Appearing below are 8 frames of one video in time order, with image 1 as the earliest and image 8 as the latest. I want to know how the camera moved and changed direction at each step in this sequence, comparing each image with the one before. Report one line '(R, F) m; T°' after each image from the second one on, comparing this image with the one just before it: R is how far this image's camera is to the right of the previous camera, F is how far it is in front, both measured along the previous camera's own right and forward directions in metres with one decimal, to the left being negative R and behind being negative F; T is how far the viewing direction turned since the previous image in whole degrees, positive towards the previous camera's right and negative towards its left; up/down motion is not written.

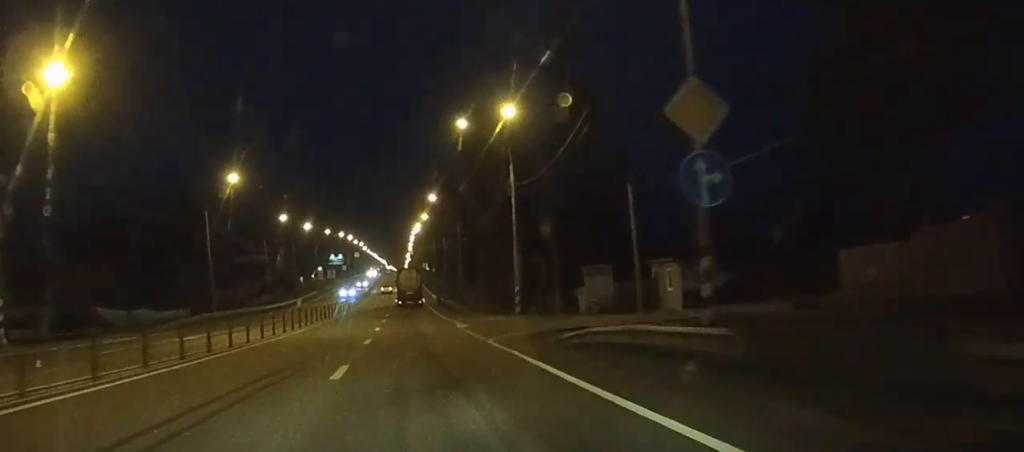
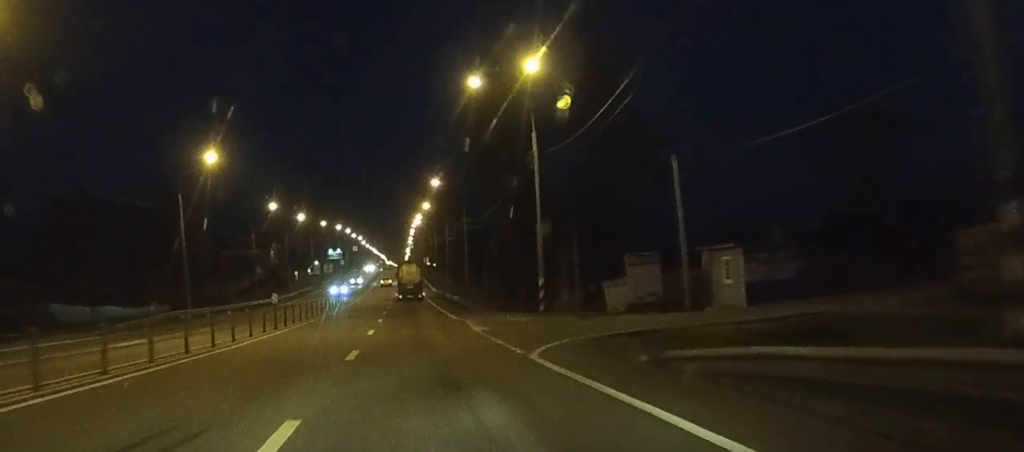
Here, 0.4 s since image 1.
(0.0, +8.5) m; 0°
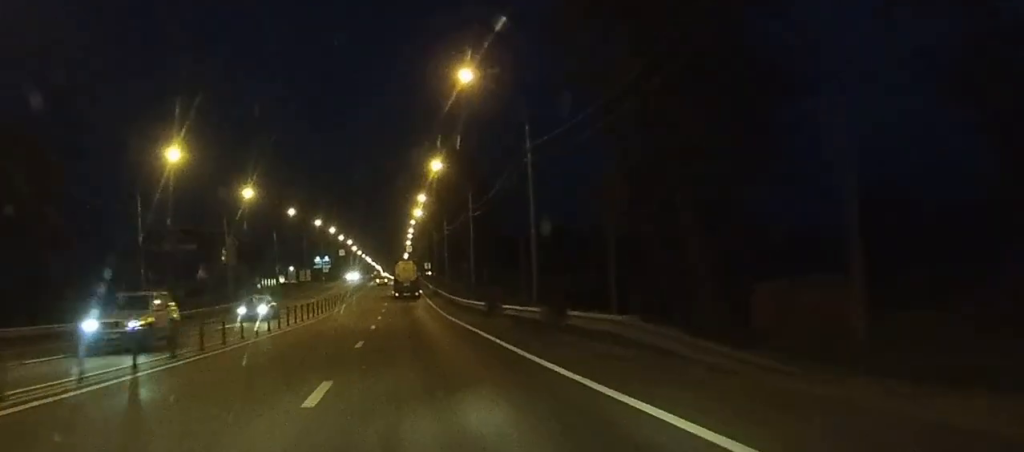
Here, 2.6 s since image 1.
(+0.4, +40.4) m; +2°
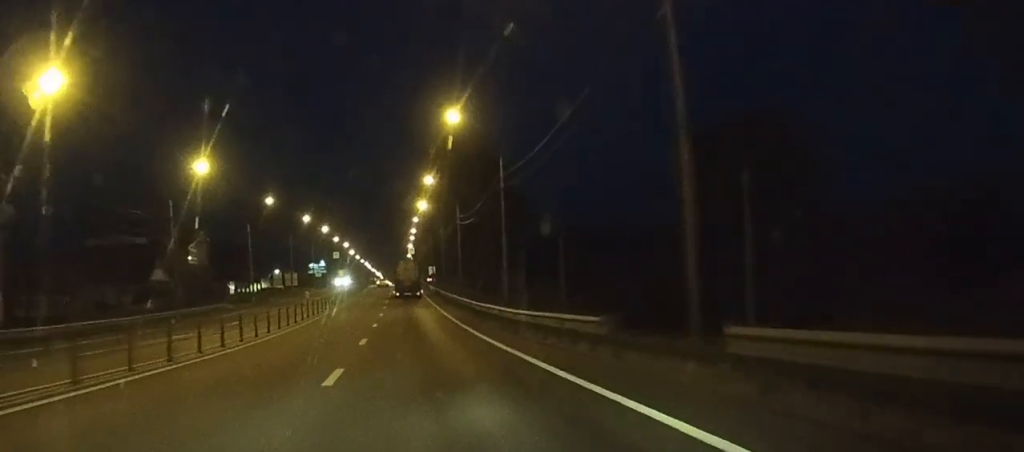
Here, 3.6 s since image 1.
(+0.3, +18.9) m; -1°
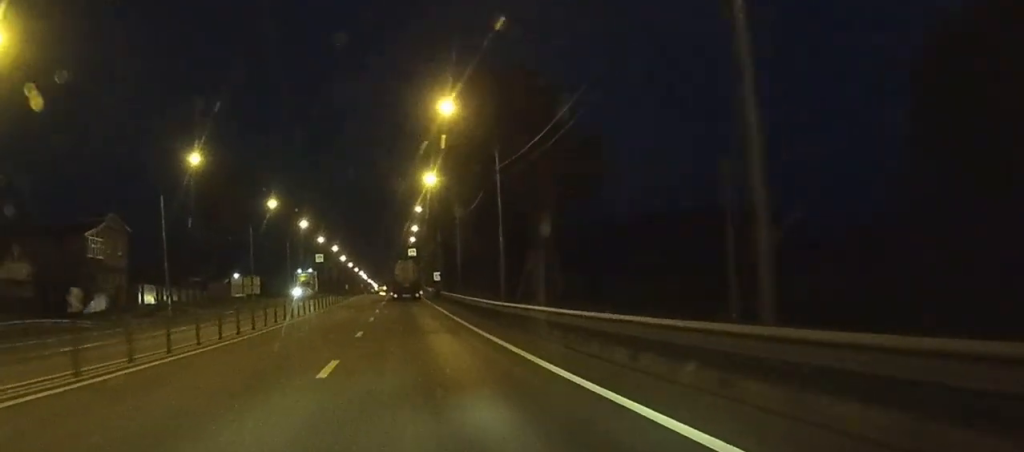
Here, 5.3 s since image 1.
(-0.7, +35.5) m; 0°
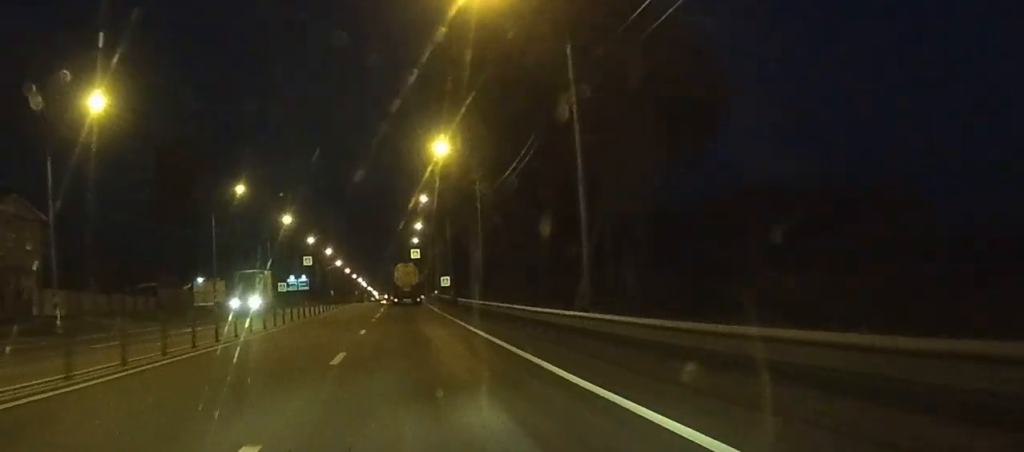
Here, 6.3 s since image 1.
(0.0, +23.5) m; 0°
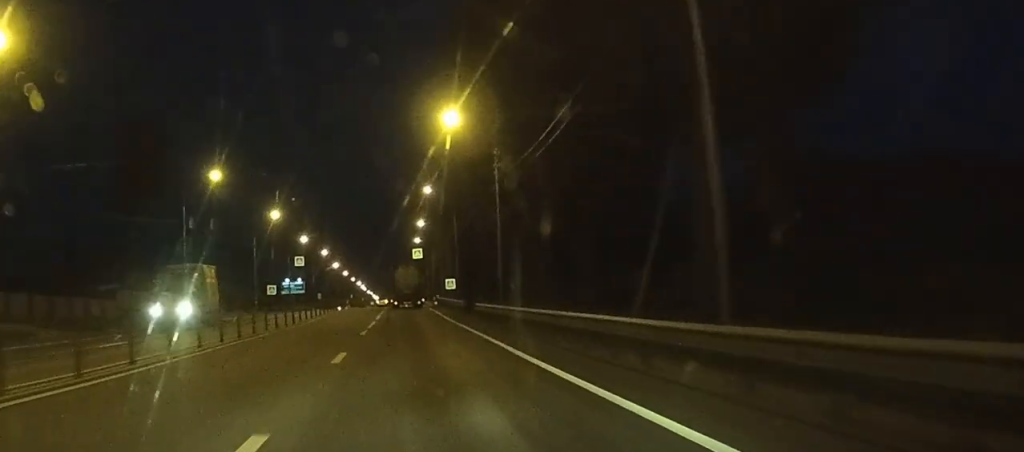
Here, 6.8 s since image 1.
(0.0, +12.2) m; 0°
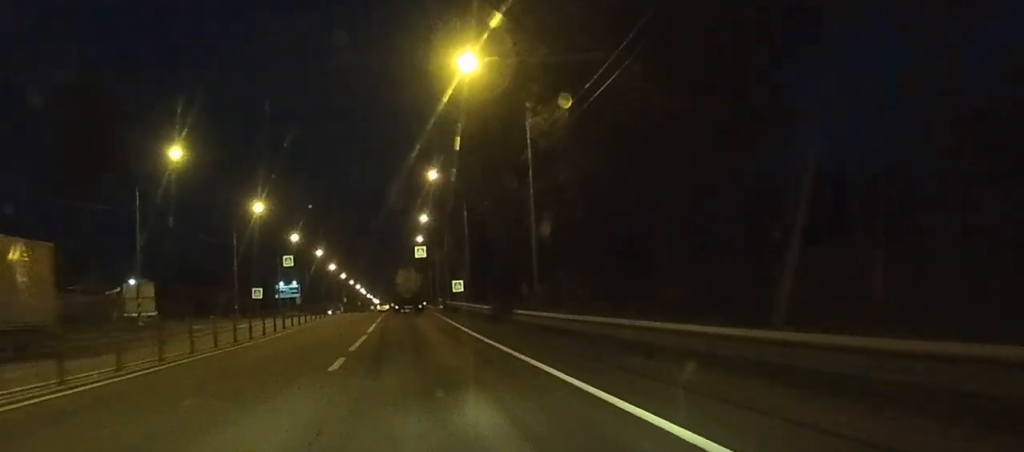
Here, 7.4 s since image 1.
(0.0, +13.6) m; 0°
